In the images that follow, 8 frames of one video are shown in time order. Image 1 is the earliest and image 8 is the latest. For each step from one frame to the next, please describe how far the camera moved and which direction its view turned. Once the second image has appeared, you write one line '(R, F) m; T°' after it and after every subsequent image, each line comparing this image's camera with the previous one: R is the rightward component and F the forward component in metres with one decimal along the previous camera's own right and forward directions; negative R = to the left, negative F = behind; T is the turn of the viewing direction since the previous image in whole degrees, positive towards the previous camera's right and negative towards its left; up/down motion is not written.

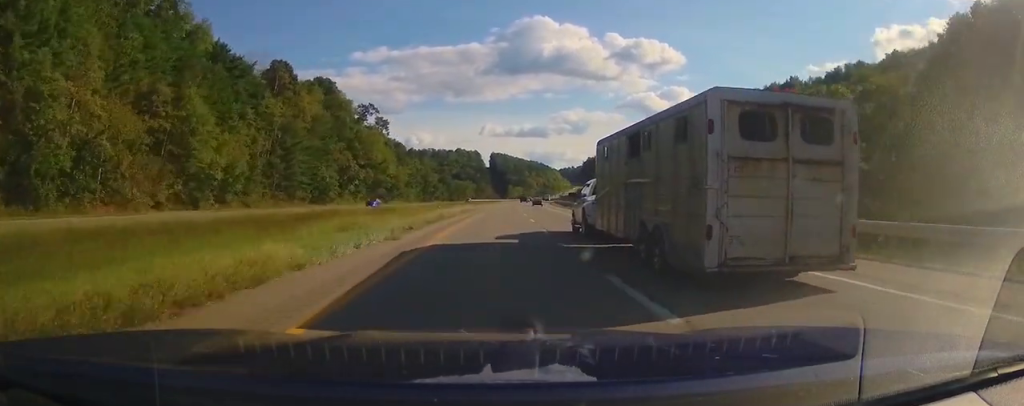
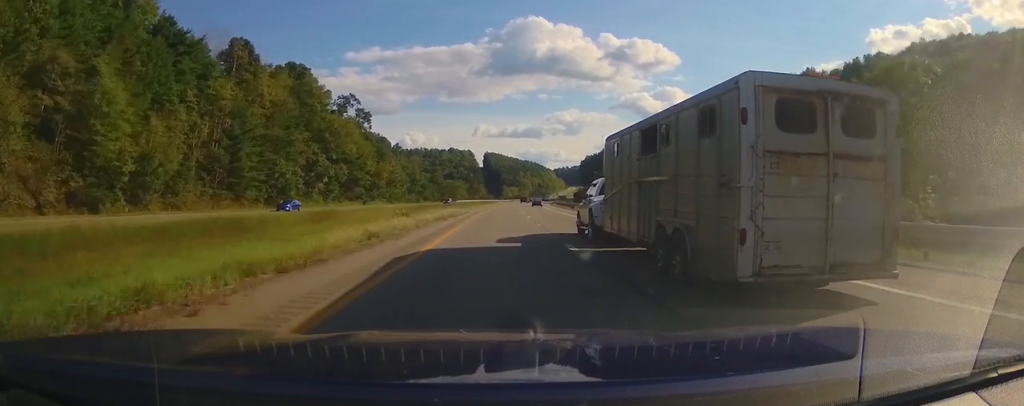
(+0.1, +18.9) m; +1°
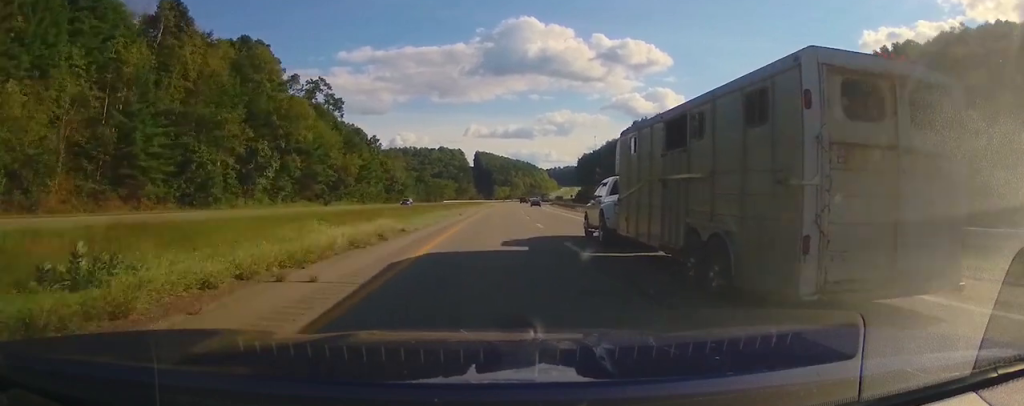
(+0.3, +24.3) m; +1°
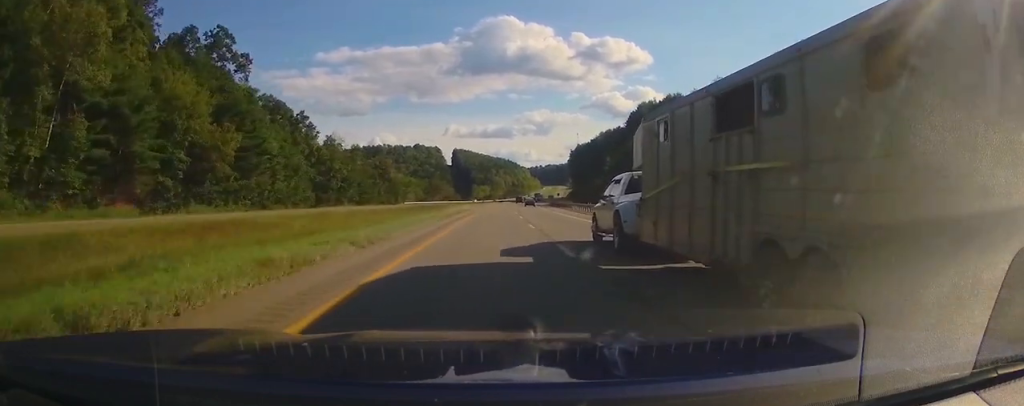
(+0.8, +50.8) m; +2°
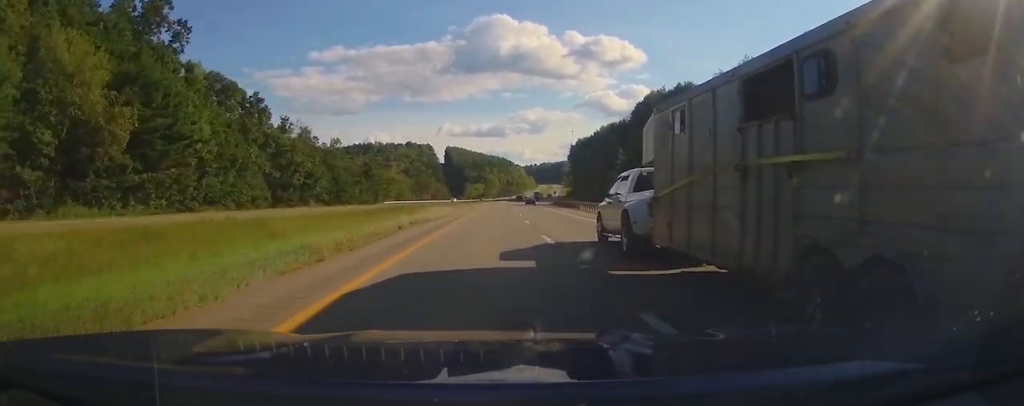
(+0.4, +22.2) m; +1°
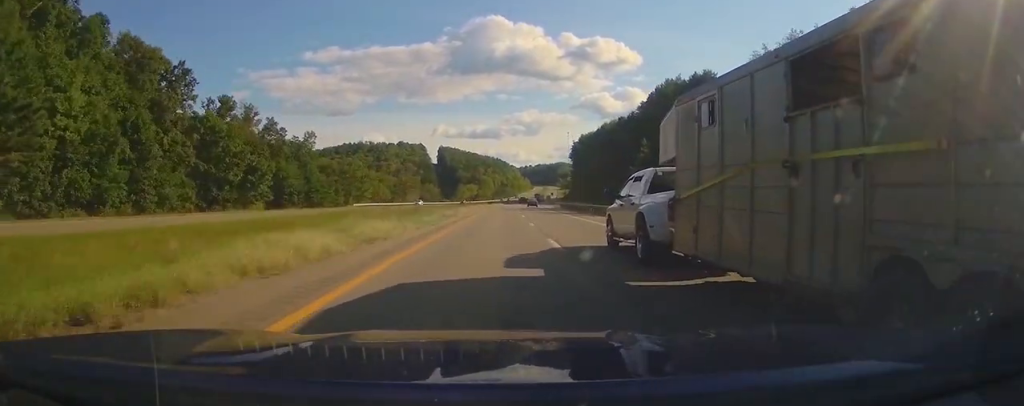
(0.0, +25.5) m; 0°
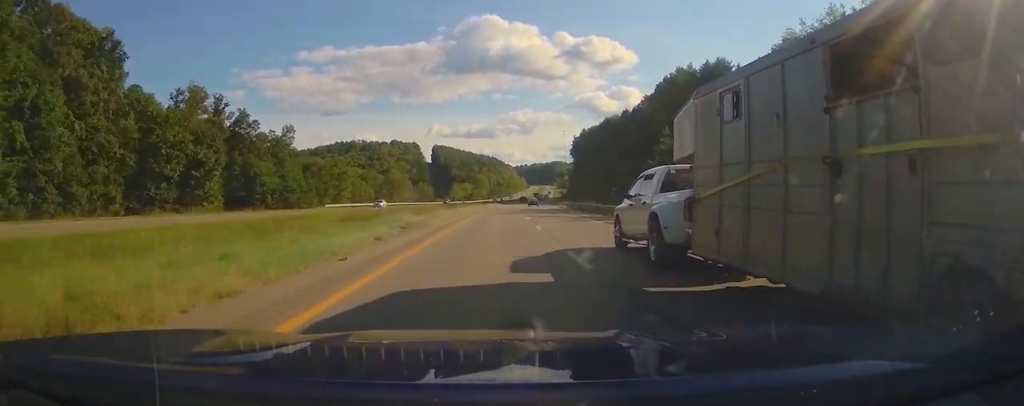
(0.0, +16.6) m; 0°
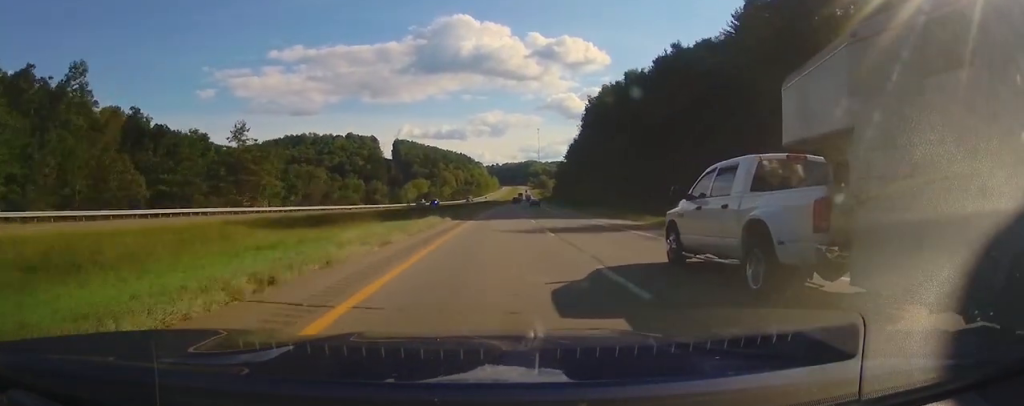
(+2.0, +90.7) m; +3°
